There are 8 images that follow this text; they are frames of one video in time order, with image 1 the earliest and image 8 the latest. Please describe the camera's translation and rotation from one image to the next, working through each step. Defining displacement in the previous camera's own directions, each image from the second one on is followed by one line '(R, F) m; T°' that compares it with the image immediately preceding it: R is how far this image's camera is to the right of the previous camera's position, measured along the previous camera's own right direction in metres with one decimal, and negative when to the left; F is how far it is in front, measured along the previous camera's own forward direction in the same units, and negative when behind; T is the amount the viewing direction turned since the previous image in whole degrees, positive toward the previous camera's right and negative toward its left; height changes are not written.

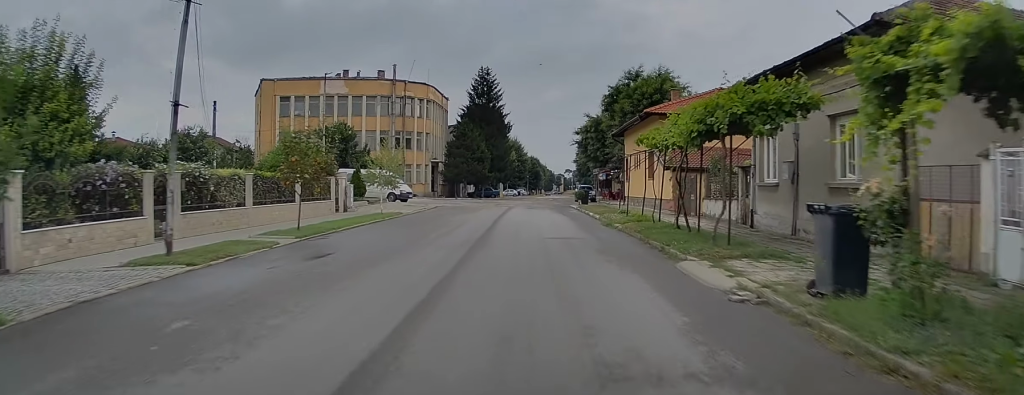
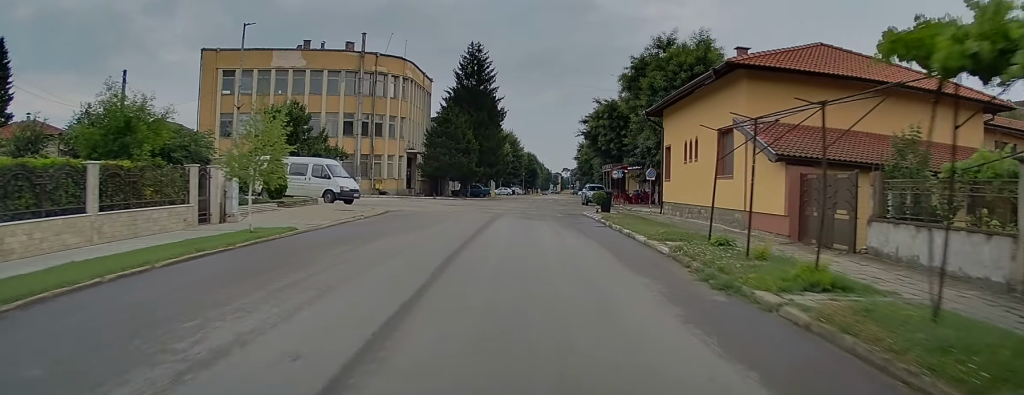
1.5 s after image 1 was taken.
(+0.5, +13.5) m; +2°
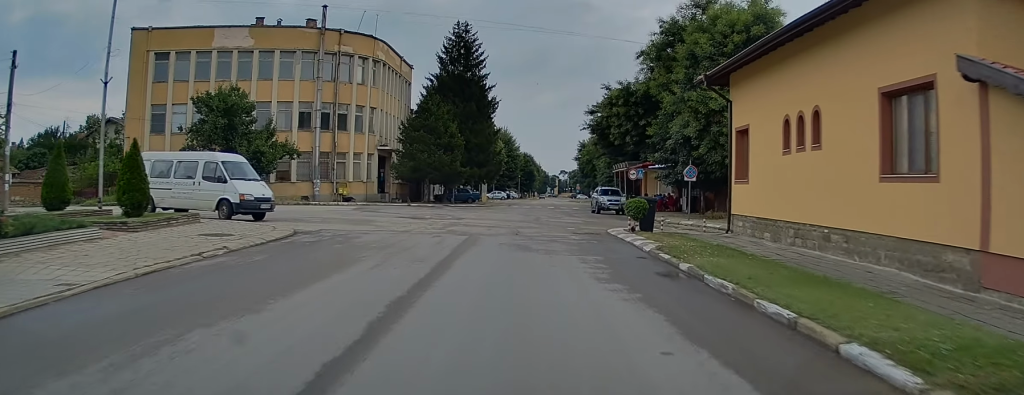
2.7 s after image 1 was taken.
(0.0, +11.1) m; +3°
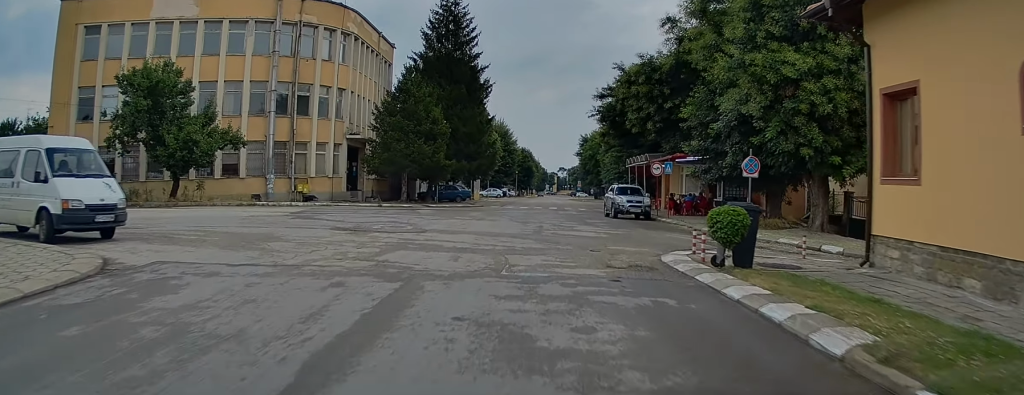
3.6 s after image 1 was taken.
(+0.4, +8.9) m; 0°
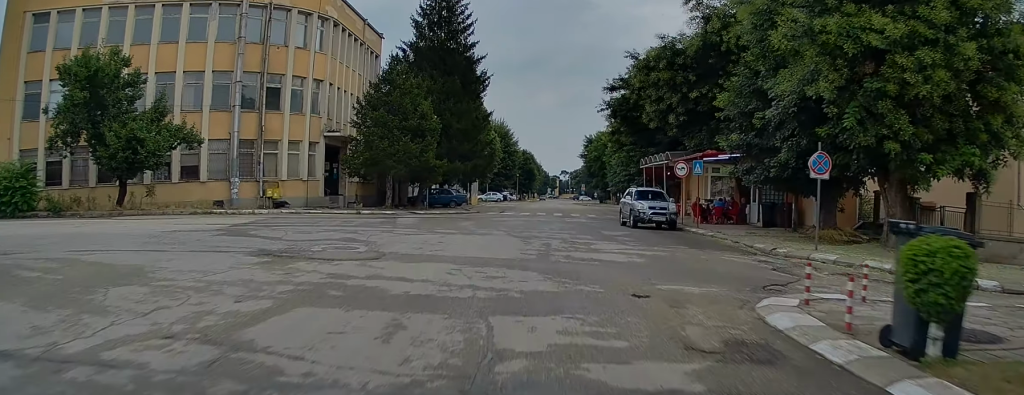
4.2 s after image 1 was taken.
(-0.1, +5.5) m; 0°
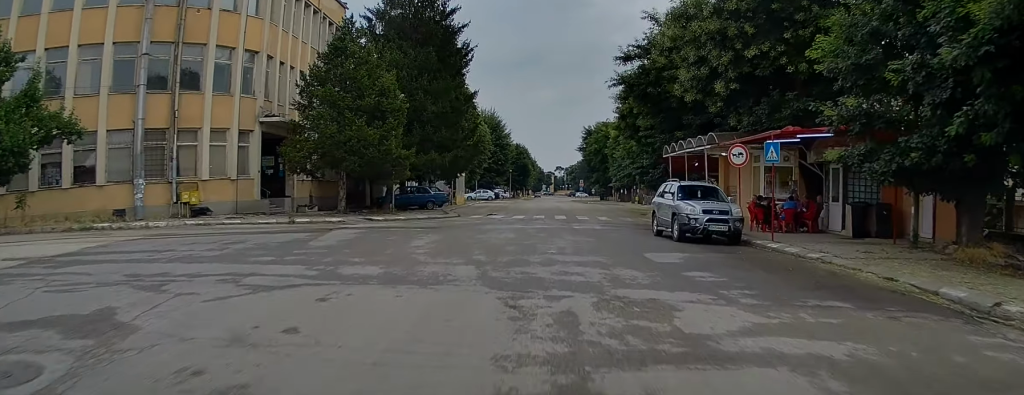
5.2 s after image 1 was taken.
(0.0, +9.1) m; +1°
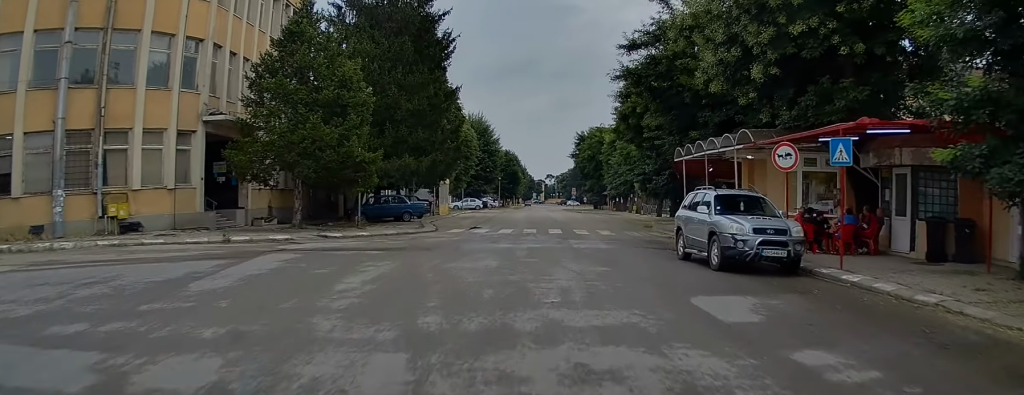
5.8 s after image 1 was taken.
(+0.1, +4.8) m; +2°
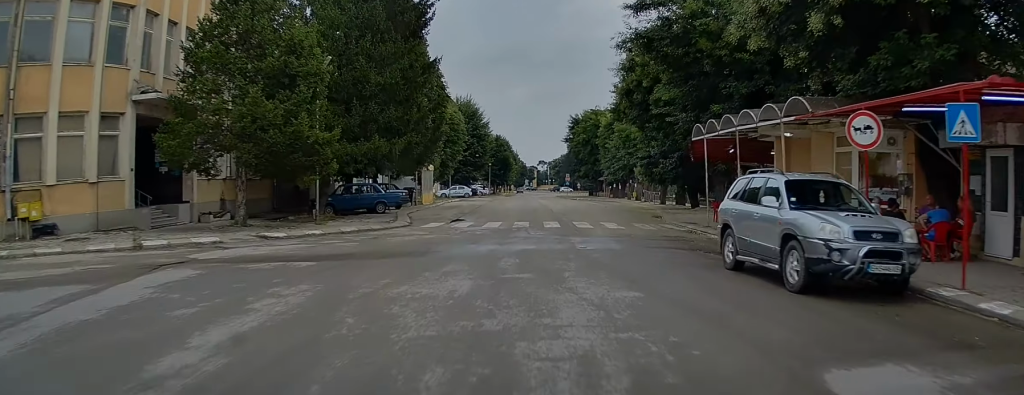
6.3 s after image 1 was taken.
(0.0, +4.6) m; 0°
